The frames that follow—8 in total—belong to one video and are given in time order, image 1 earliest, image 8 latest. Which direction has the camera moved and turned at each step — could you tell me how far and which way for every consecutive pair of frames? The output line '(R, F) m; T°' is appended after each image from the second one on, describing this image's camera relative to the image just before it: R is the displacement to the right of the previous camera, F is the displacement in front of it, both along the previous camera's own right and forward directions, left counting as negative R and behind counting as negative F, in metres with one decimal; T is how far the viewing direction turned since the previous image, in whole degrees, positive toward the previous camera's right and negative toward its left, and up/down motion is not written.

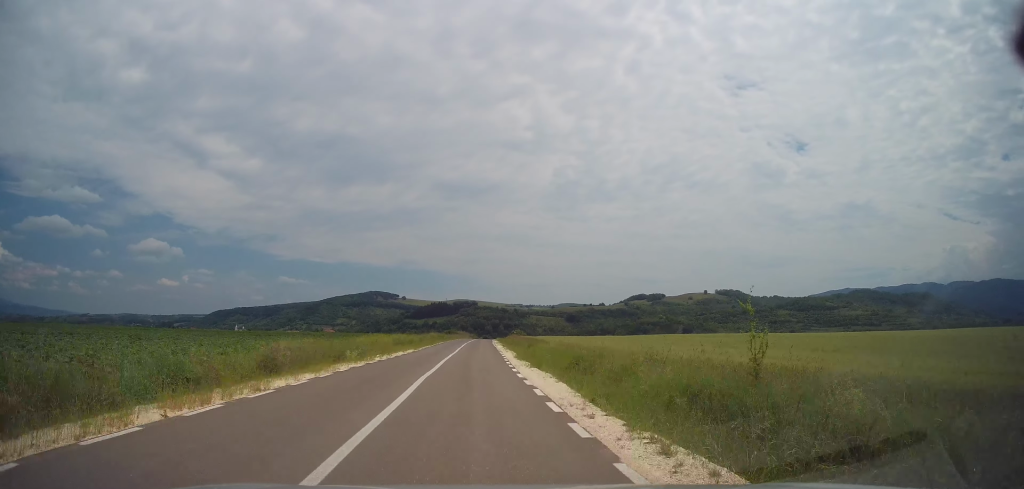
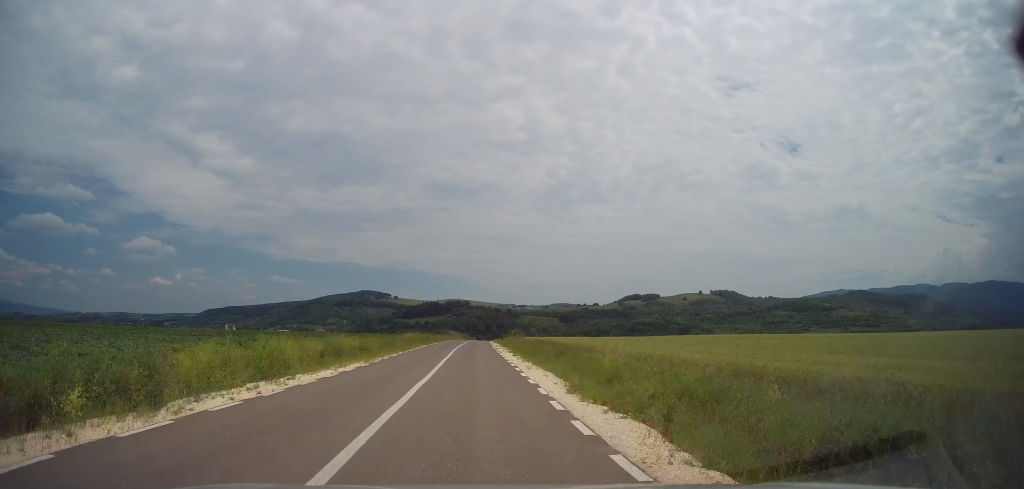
(+0.2, +16.2) m; +1°
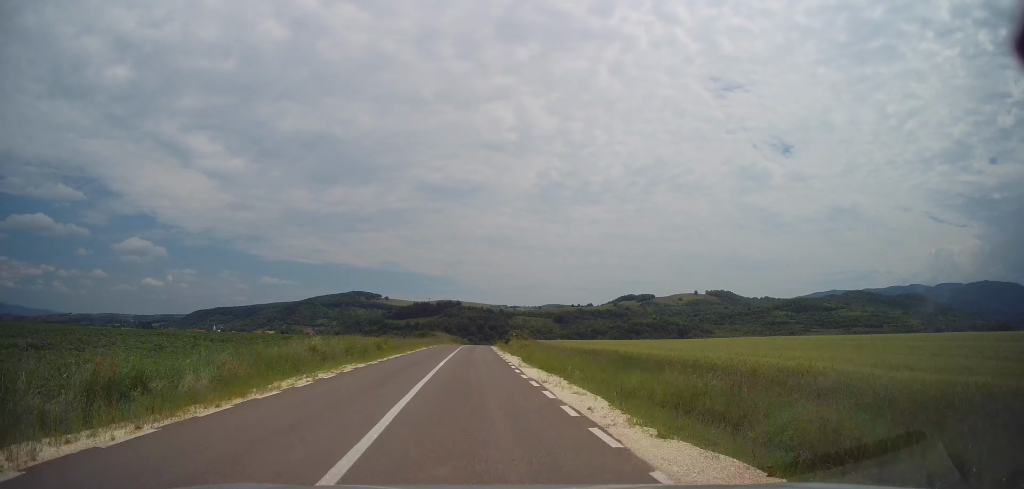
(+0.3, +25.7) m; +1°
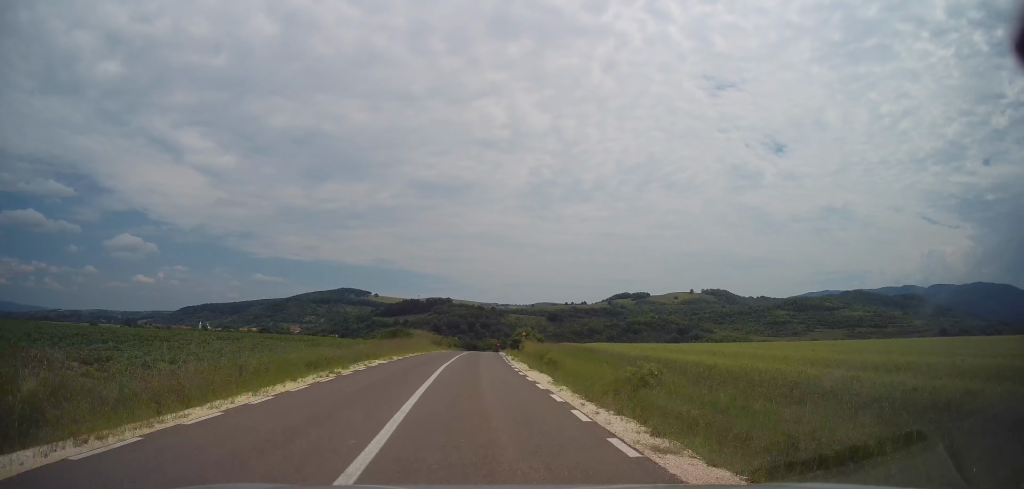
(+0.5, +31.7) m; +1°
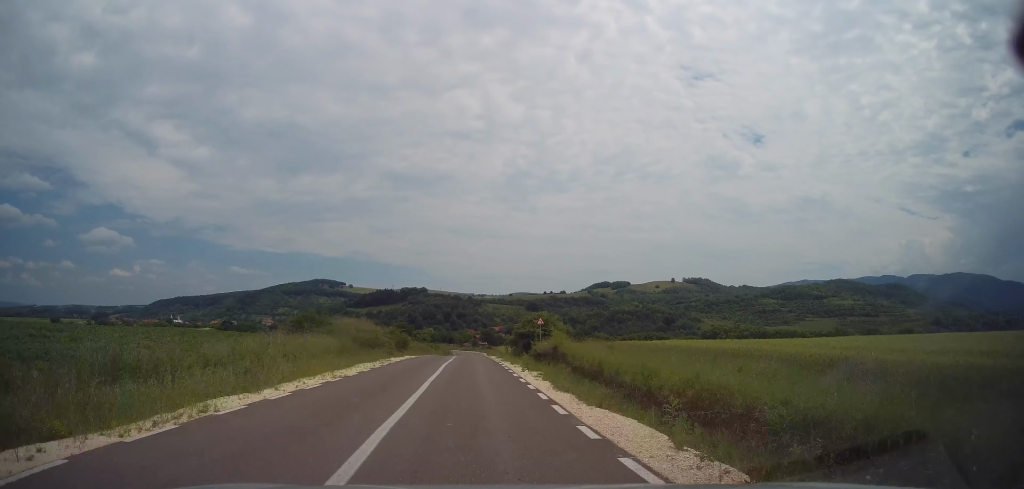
(+0.2, +35.8) m; 0°
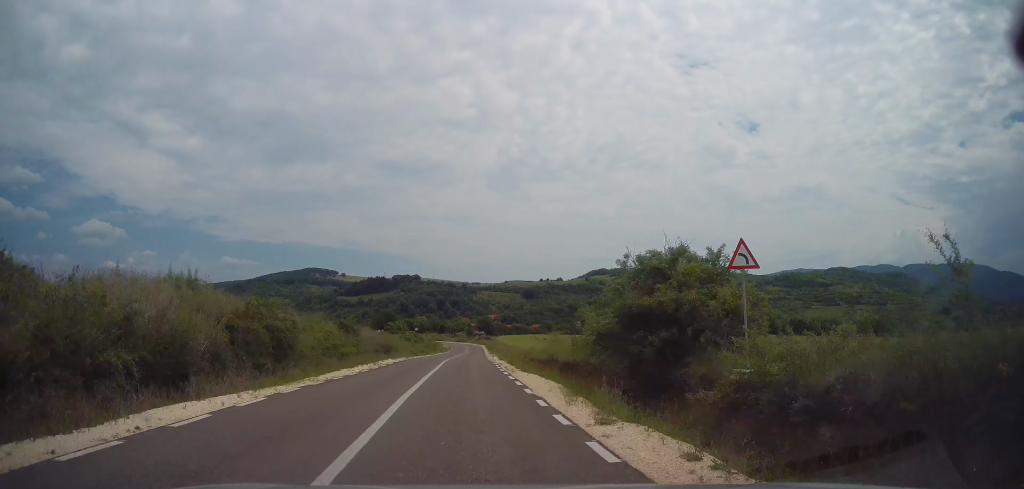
(+0.3, +30.8) m; +2°
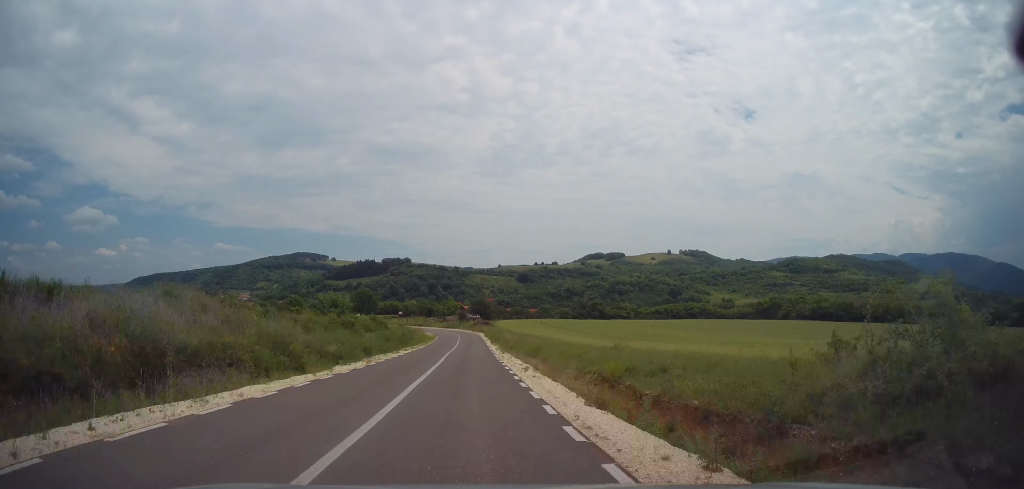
(+0.9, +33.2) m; +2°
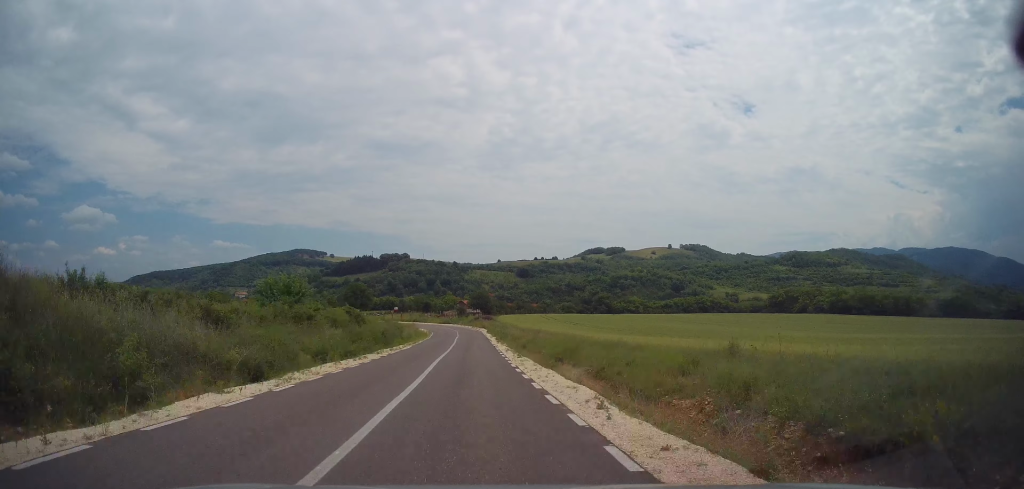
(+0.1, +10.3) m; 0°
